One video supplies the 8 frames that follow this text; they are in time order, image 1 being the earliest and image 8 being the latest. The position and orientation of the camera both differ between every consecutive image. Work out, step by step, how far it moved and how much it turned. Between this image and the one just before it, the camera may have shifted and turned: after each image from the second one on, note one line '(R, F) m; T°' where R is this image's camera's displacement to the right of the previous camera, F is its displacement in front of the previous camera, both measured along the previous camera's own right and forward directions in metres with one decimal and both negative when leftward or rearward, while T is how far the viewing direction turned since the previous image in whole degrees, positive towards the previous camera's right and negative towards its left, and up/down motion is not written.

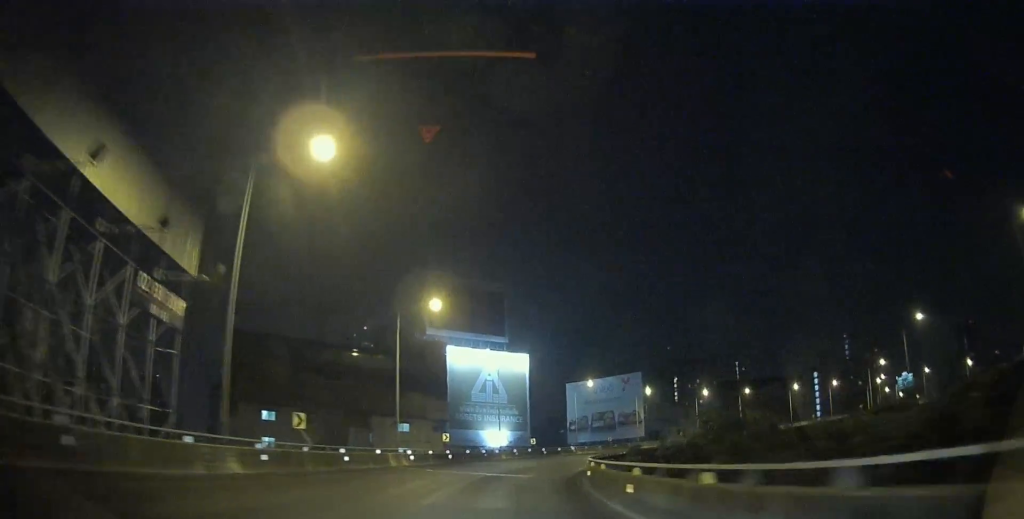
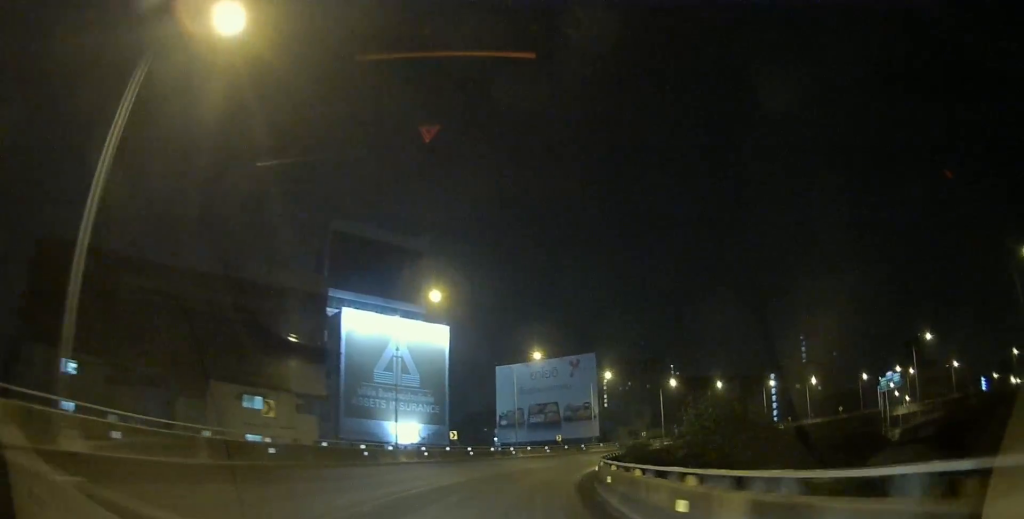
(+1.1, +25.3) m; +7°
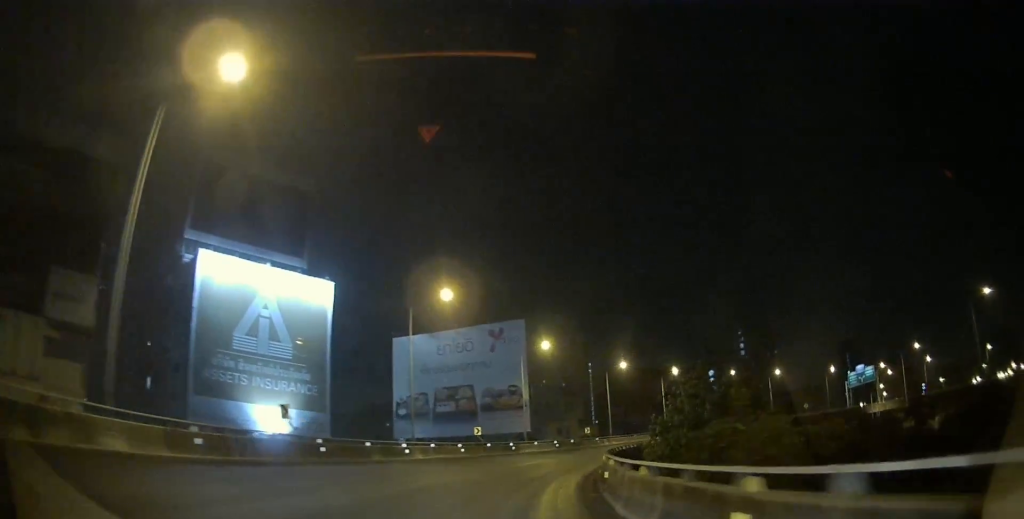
(+1.5, +22.1) m; +9°
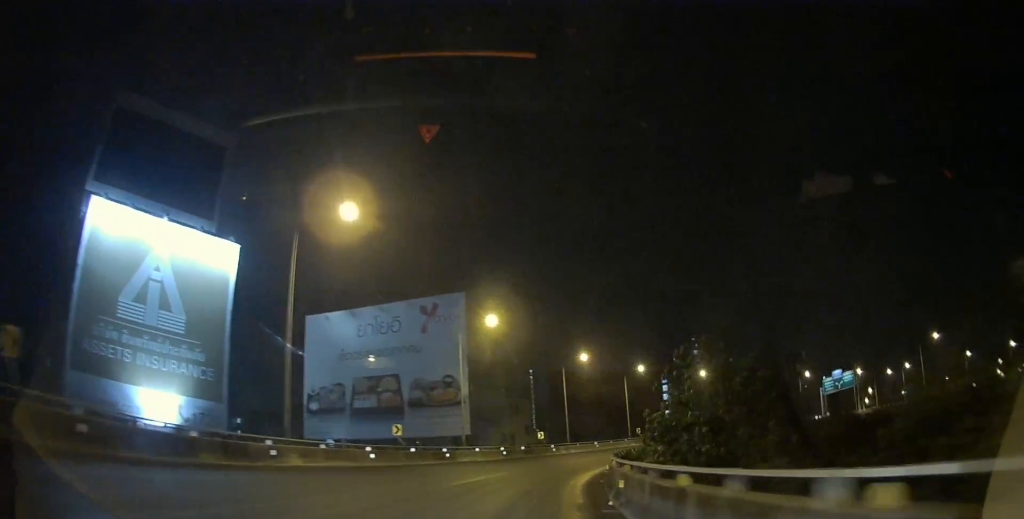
(+1.1, +13.2) m; +6°
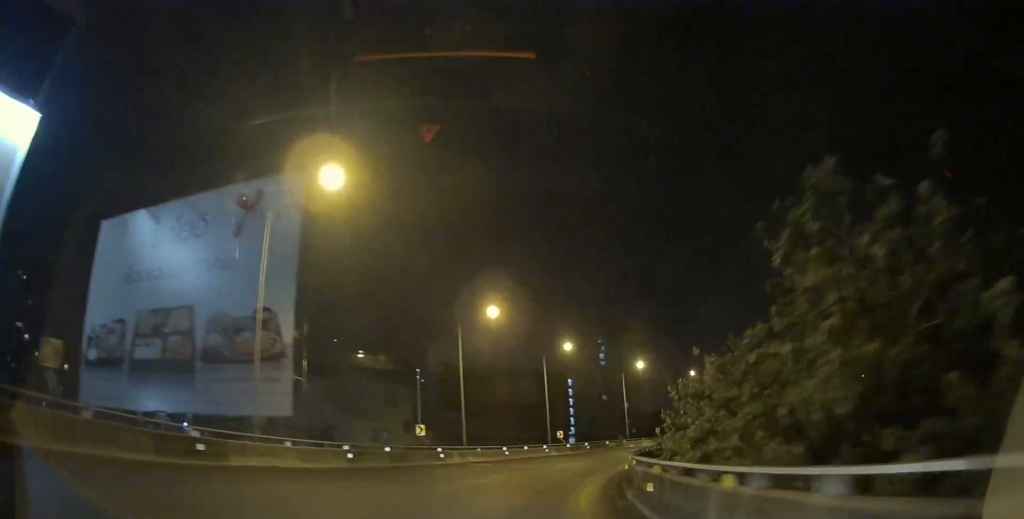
(+1.8, +22.3) m; +11°
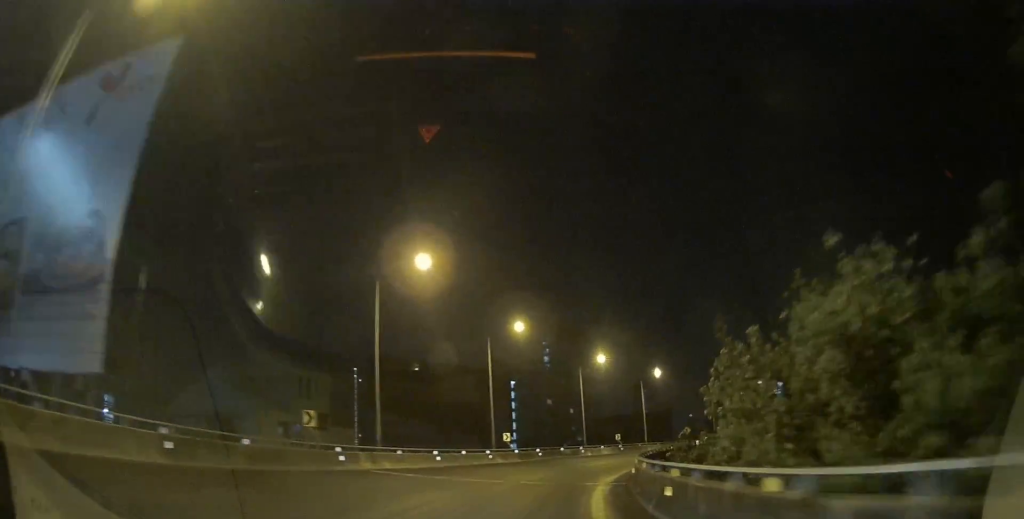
(+0.8, +11.0) m; +6°
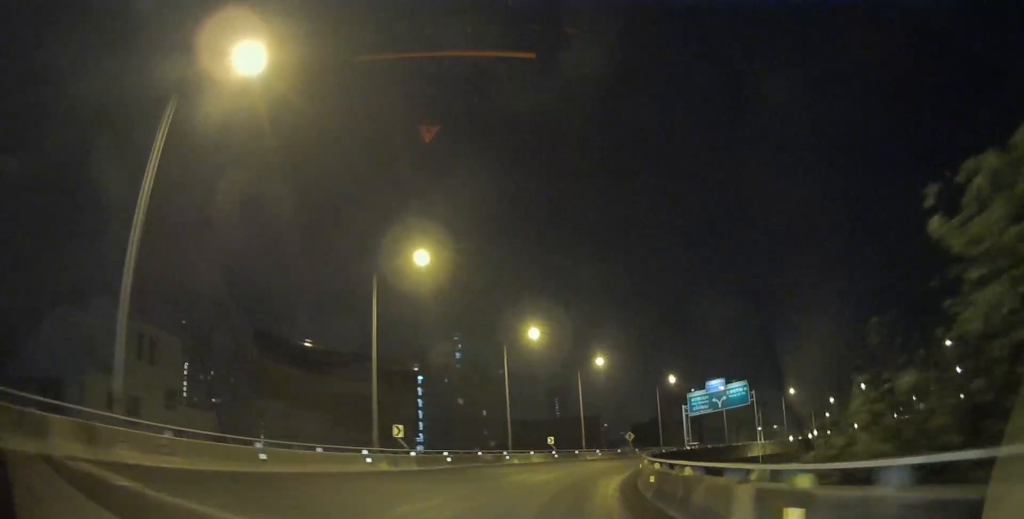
(+1.2, +15.6) m; +9°
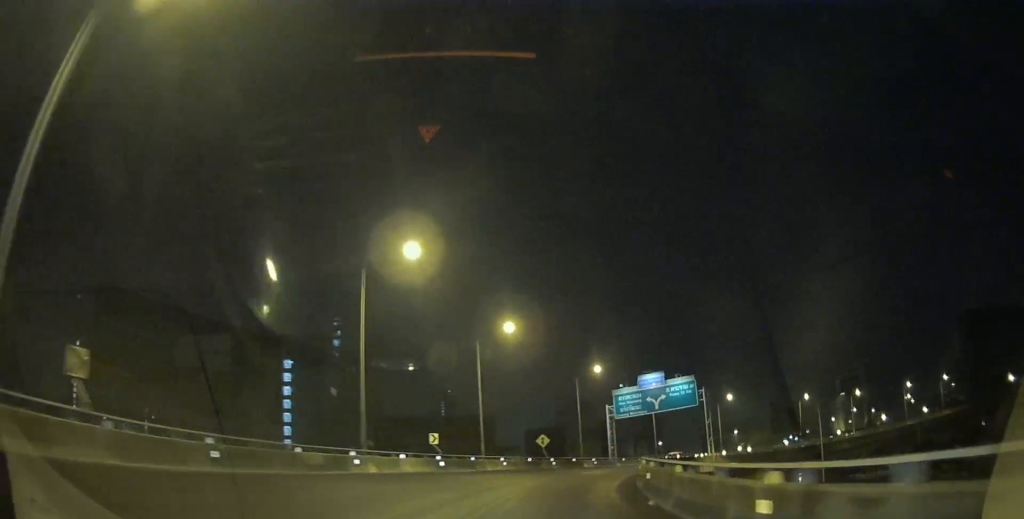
(+1.7, +18.6) m; +10°
